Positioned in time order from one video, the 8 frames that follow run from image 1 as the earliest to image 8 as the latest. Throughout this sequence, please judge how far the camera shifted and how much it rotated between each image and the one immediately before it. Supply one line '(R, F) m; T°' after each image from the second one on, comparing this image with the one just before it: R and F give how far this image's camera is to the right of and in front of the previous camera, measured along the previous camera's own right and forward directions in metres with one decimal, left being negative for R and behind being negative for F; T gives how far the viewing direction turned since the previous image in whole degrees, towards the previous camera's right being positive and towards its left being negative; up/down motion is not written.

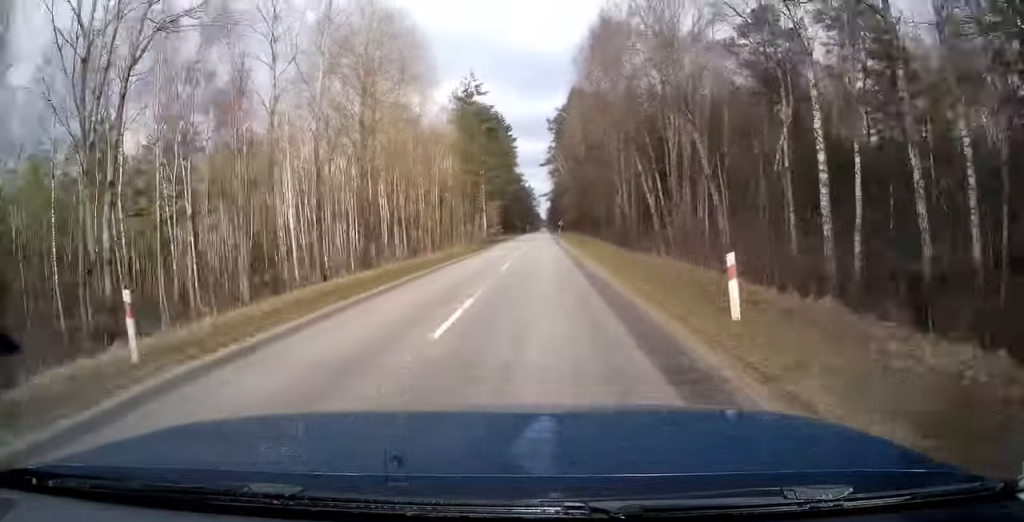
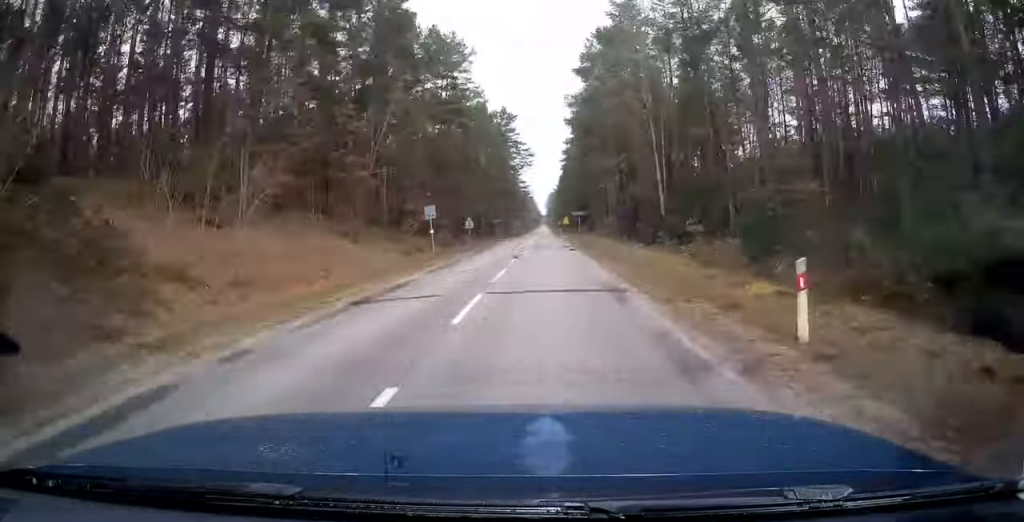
(-0.5, +199.3) m; 0°
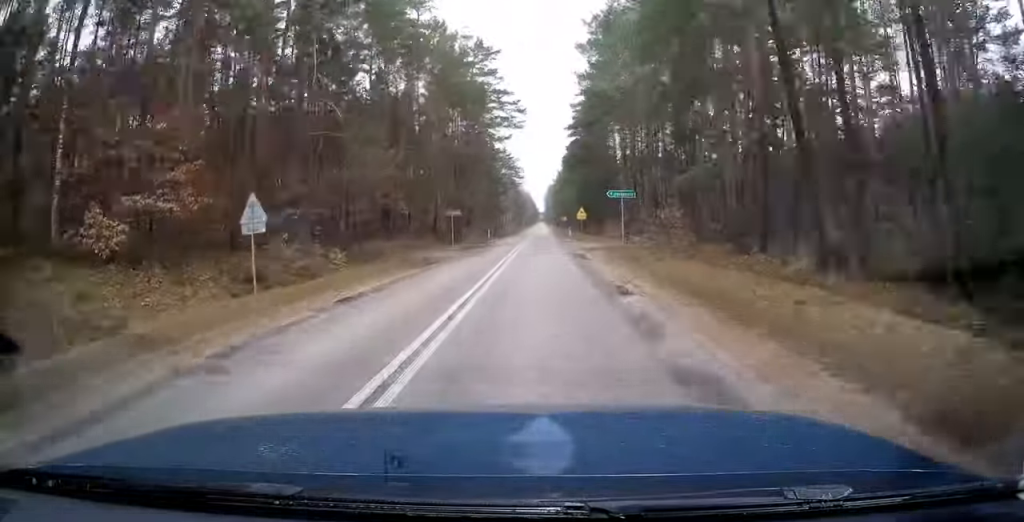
(-0.1, +41.3) m; 0°
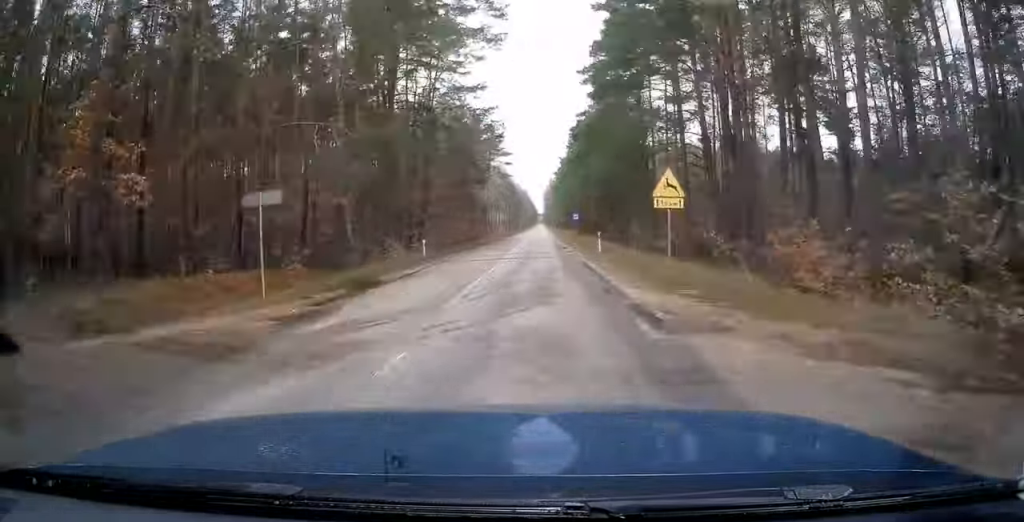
(+0.1, +34.7) m; 0°
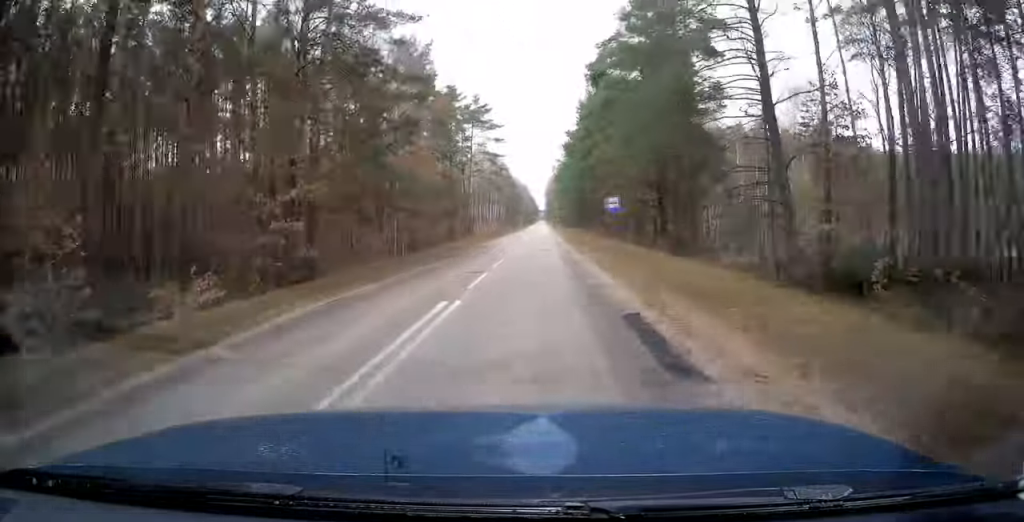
(0.0, +30.0) m; 0°
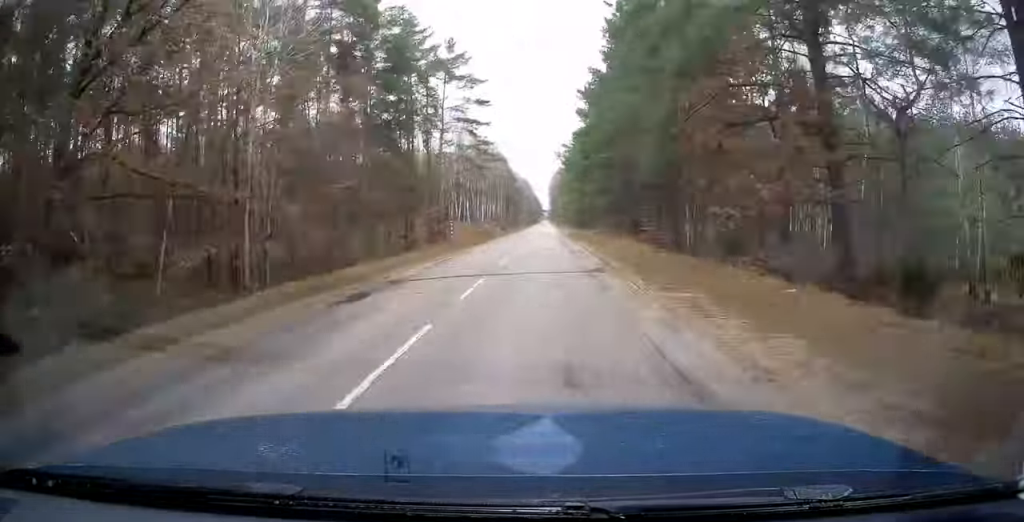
(-0.1, +28.5) m; 0°
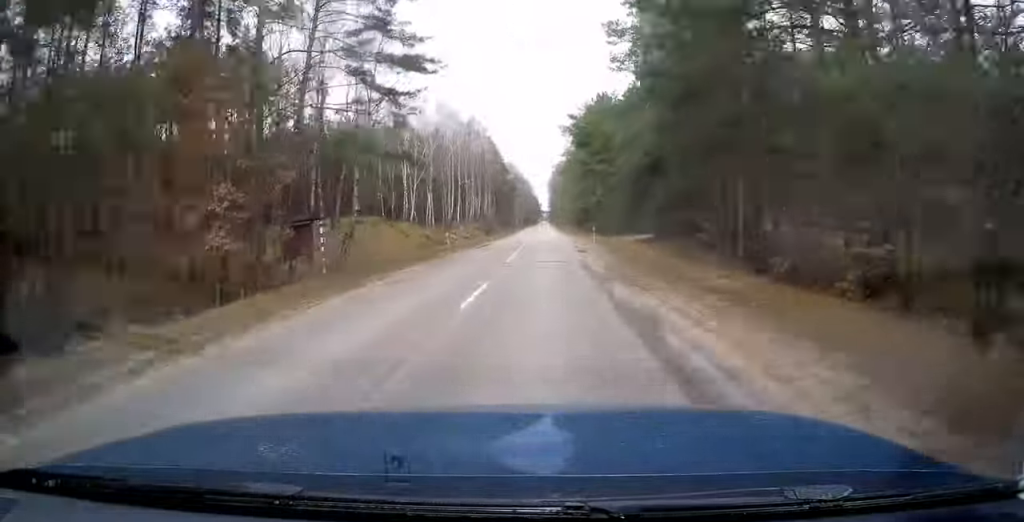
(-0.1, +35.5) m; 0°
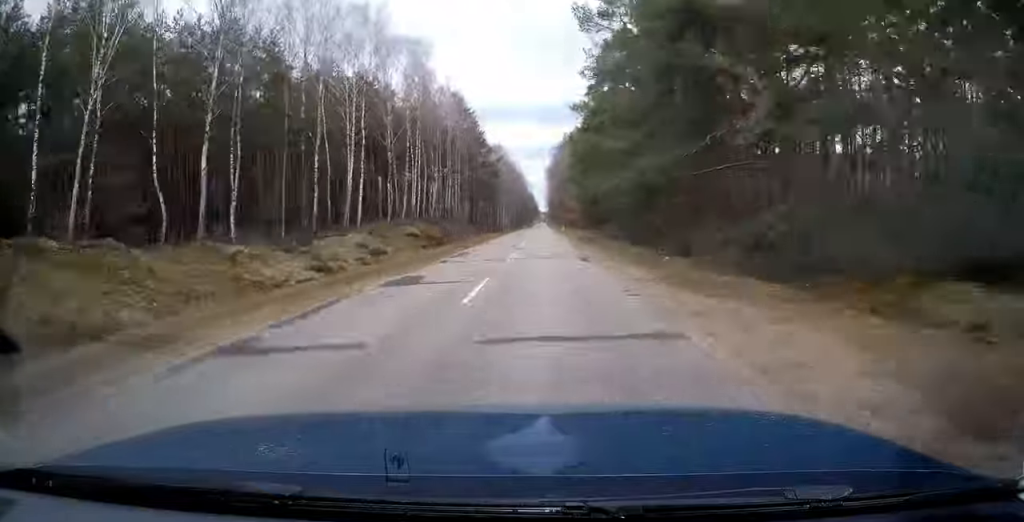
(-0.1, +51.0) m; 0°
